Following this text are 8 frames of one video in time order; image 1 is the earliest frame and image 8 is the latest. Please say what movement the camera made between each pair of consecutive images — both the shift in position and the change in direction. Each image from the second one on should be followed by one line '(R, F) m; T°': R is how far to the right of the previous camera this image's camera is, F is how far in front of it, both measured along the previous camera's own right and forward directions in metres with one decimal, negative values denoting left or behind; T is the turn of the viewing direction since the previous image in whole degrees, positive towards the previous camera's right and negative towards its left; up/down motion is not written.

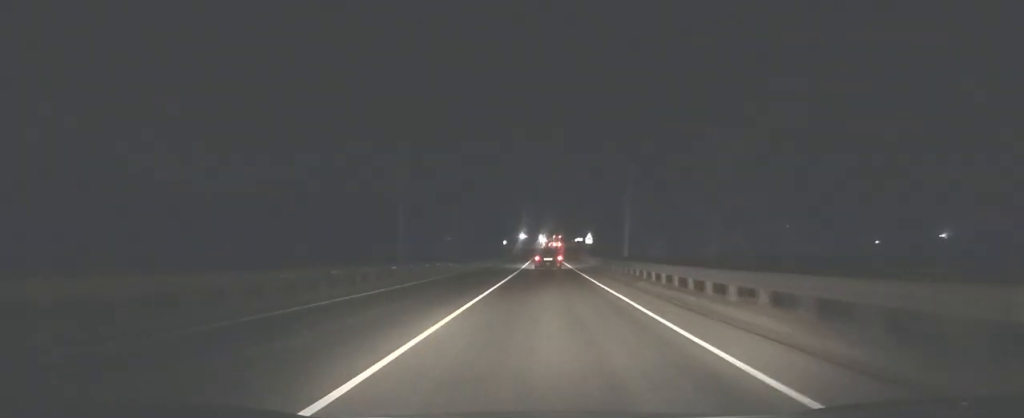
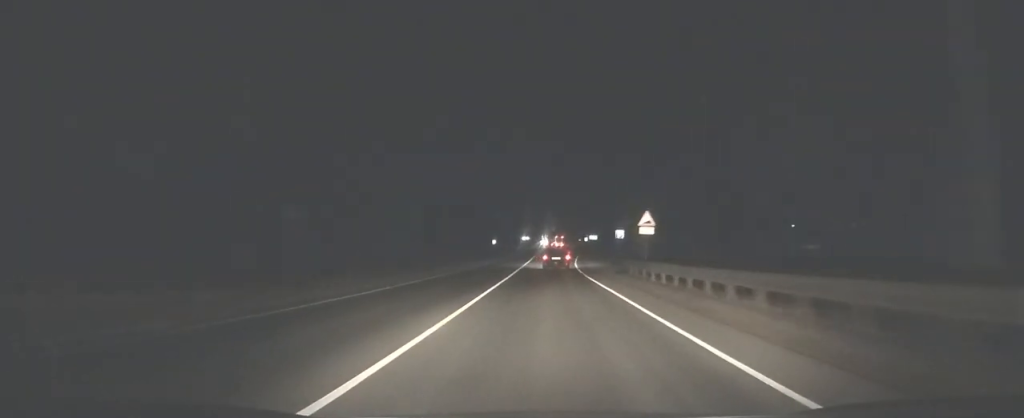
(+0.1, +40.3) m; 0°
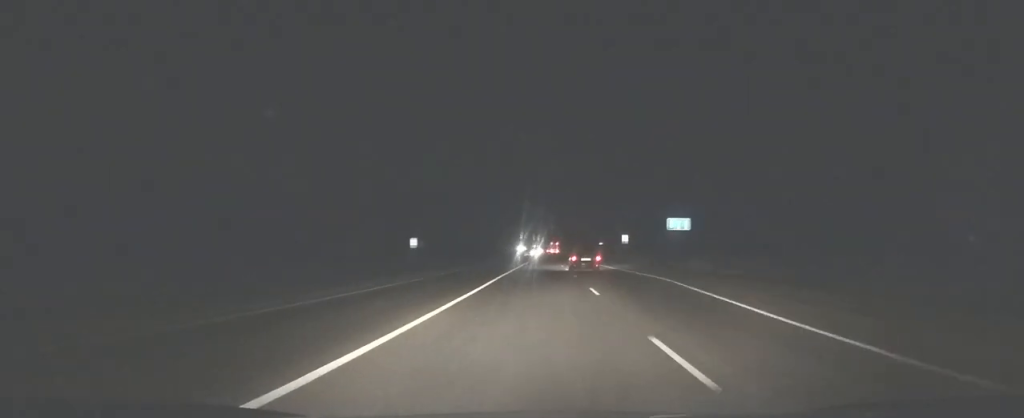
(+0.3, +77.8) m; 0°
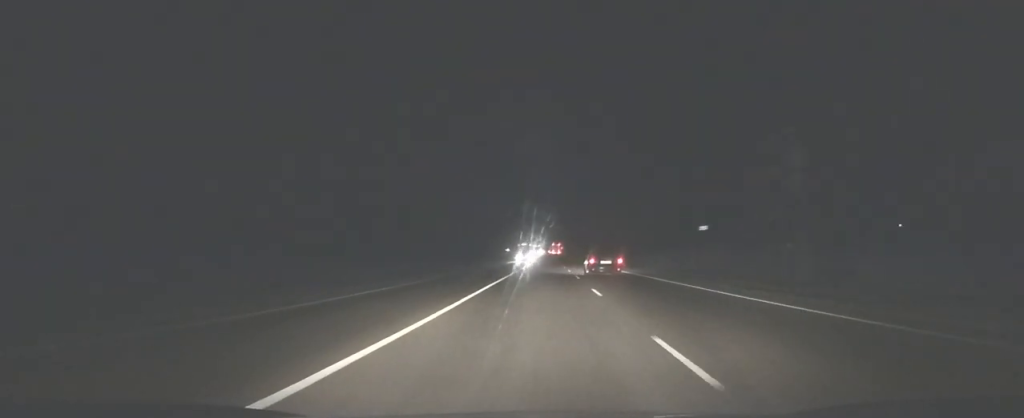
(0.0, +58.4) m; 0°
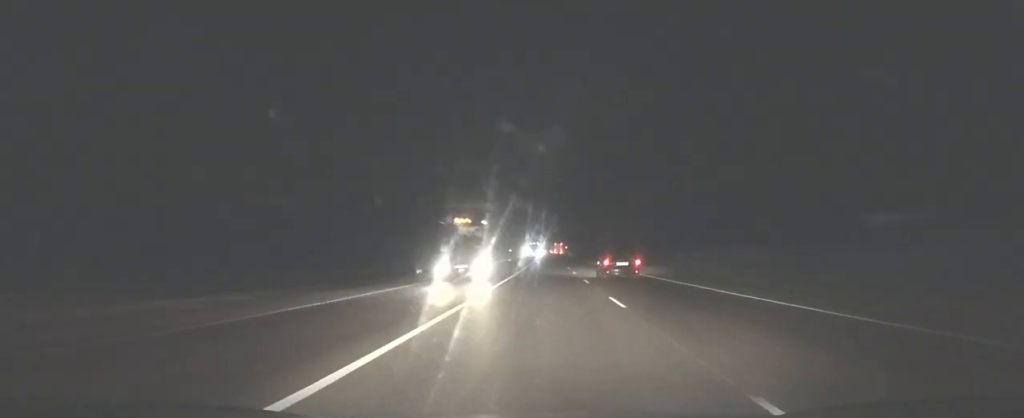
(0.0, +39.0) m; 0°
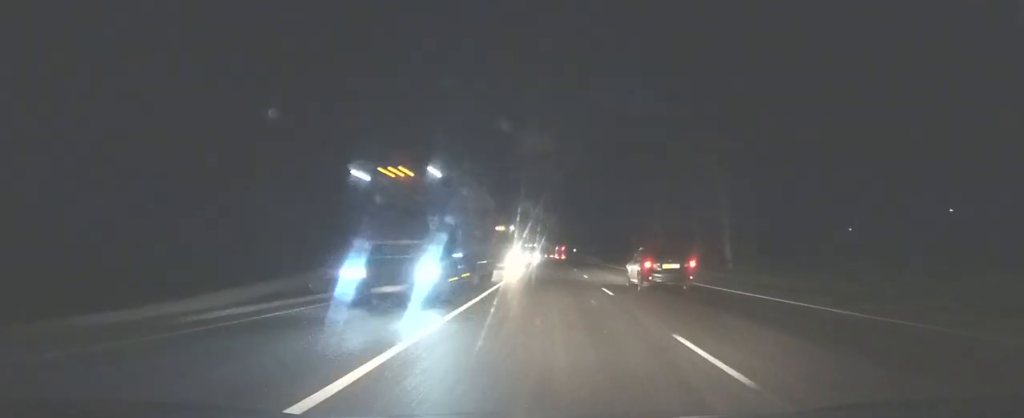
(-0.2, +82.3) m; 0°
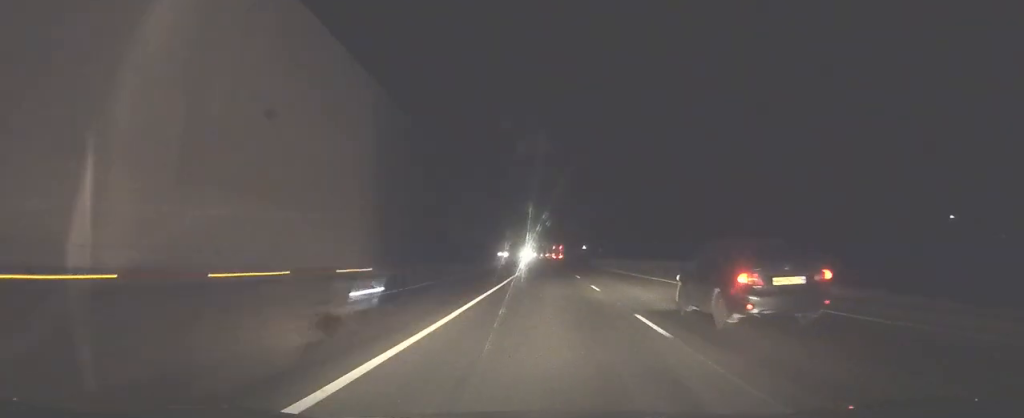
(+0.3, +69.2) m; 0°
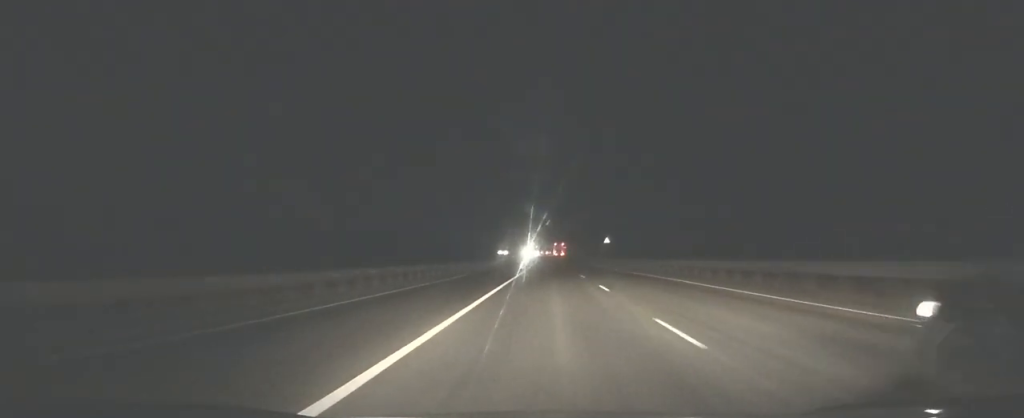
(0.0, +48.9) m; 0°
